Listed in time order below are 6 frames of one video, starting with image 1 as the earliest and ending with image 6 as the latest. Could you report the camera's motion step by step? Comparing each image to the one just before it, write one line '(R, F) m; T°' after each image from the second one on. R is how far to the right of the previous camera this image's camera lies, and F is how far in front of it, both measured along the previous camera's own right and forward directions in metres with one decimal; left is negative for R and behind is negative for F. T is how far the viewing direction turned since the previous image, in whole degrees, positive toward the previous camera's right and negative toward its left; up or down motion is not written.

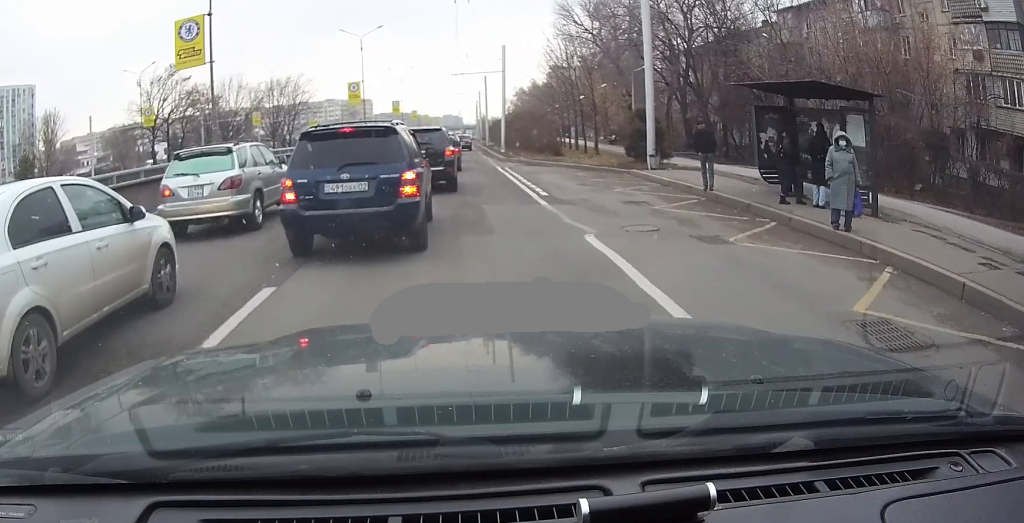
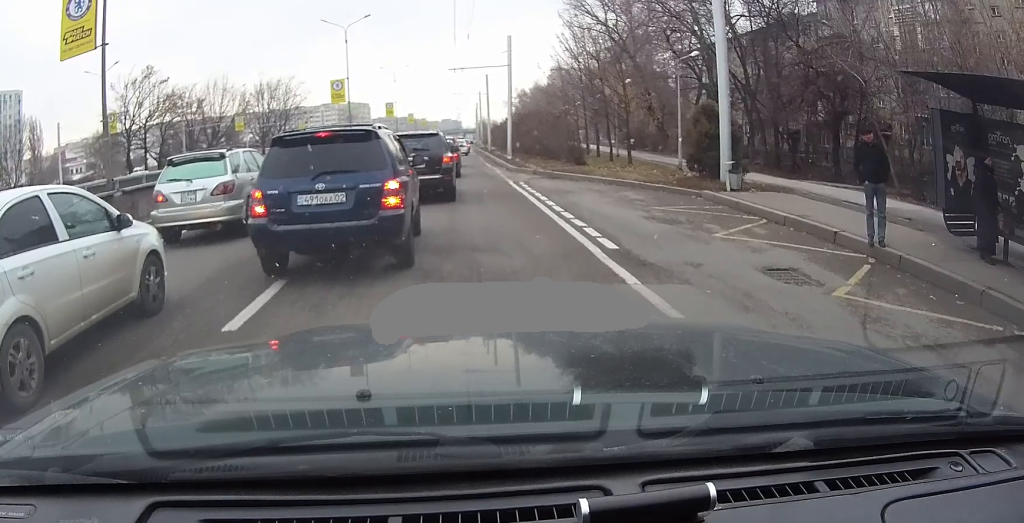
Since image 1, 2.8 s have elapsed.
(+0.1, +7.1) m; 0°
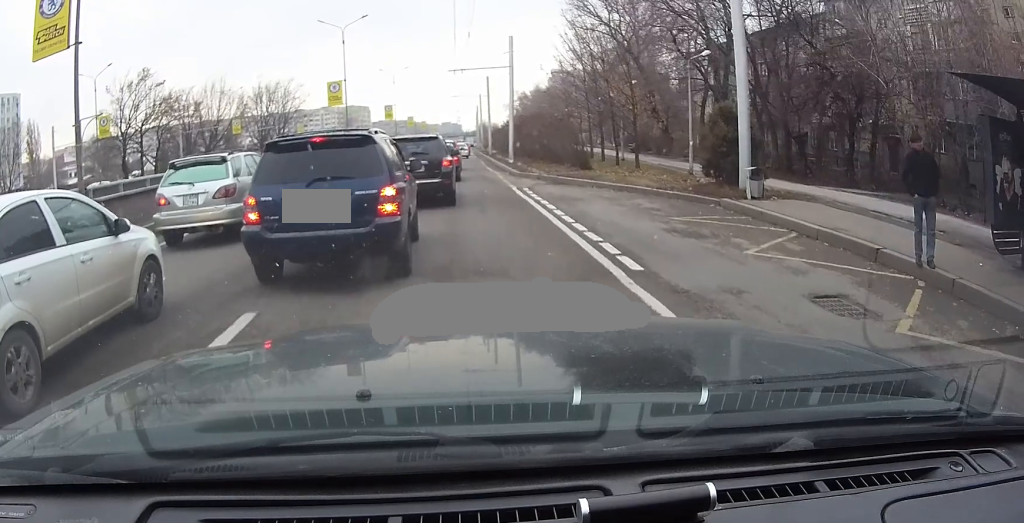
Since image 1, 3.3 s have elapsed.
(0.0, +1.2) m; -1°
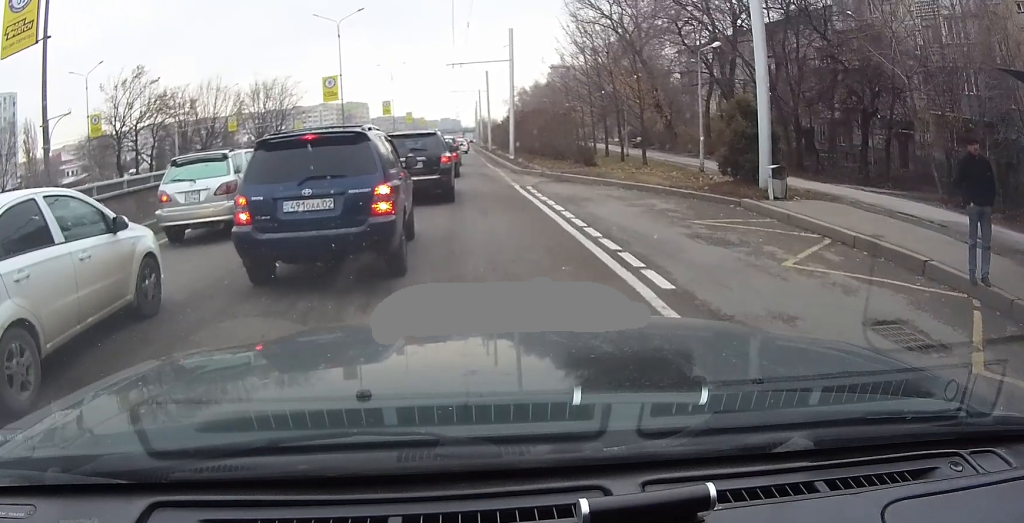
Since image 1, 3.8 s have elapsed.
(0.0, +1.2) m; 0°
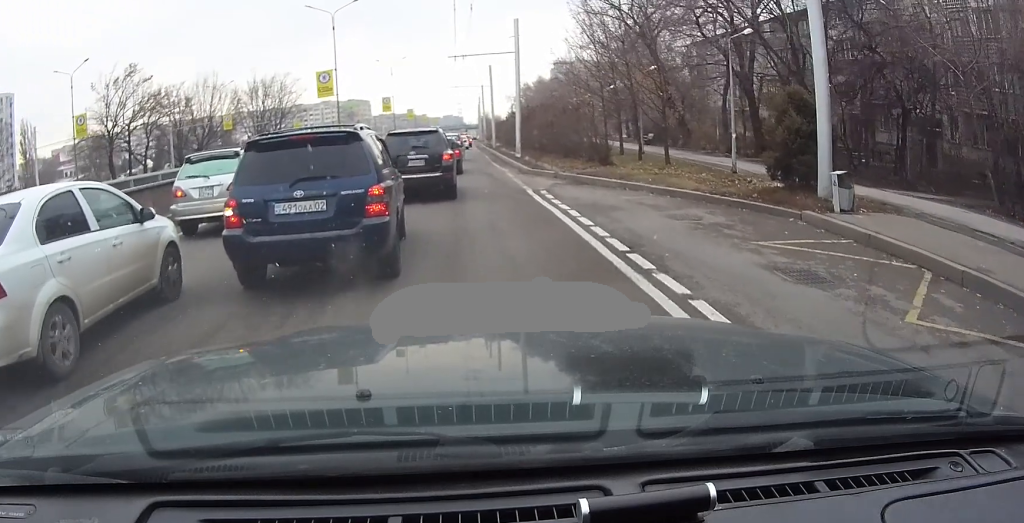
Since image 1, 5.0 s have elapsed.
(0.0, +2.9) m; +1°
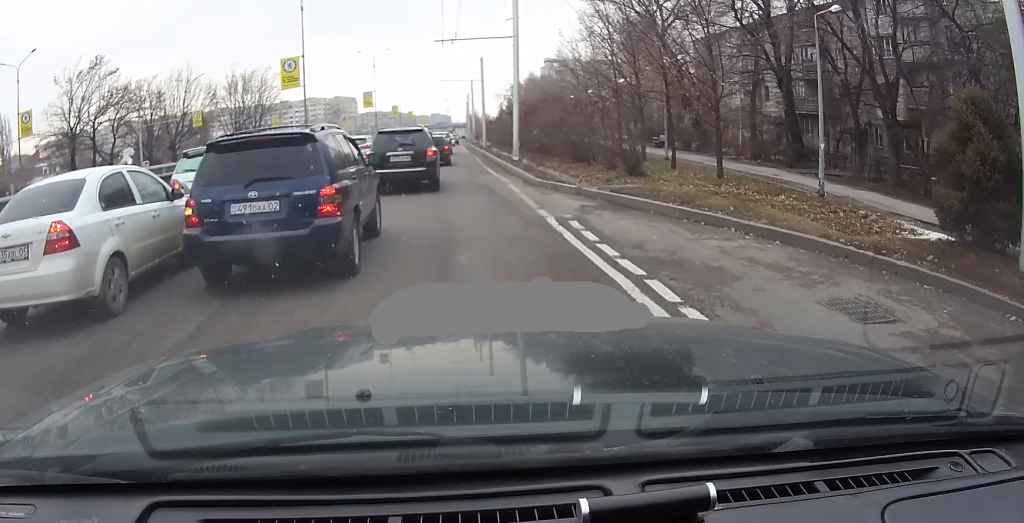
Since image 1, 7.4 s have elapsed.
(+0.2, +6.8) m; +1°
